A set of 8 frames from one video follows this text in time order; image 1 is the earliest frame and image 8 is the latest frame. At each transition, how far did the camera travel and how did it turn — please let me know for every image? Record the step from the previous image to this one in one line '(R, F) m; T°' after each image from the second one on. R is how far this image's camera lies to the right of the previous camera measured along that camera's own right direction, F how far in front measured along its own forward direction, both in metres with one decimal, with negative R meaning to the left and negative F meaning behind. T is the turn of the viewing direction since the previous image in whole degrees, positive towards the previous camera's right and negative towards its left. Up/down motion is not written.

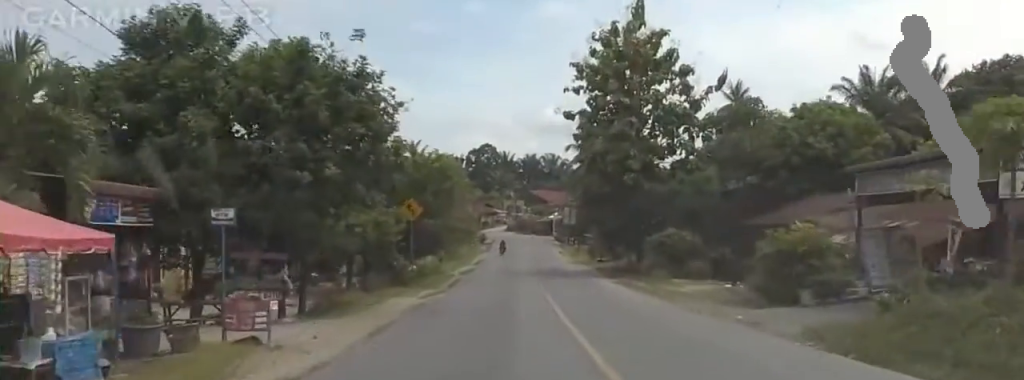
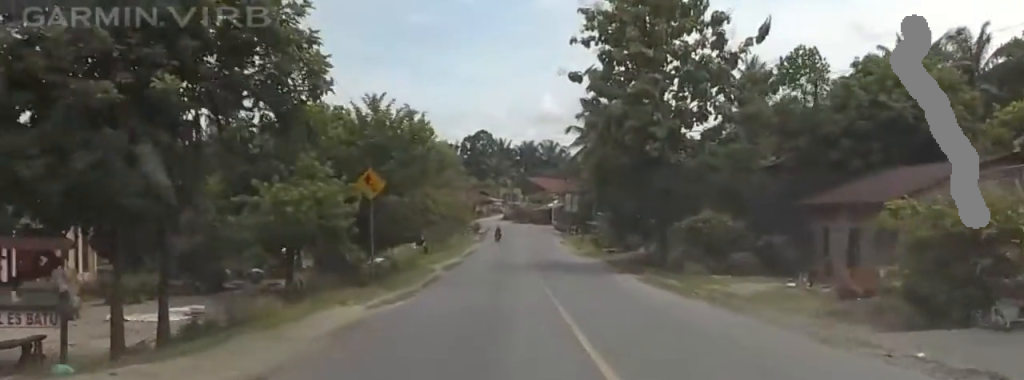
(+0.4, +7.3) m; +6°
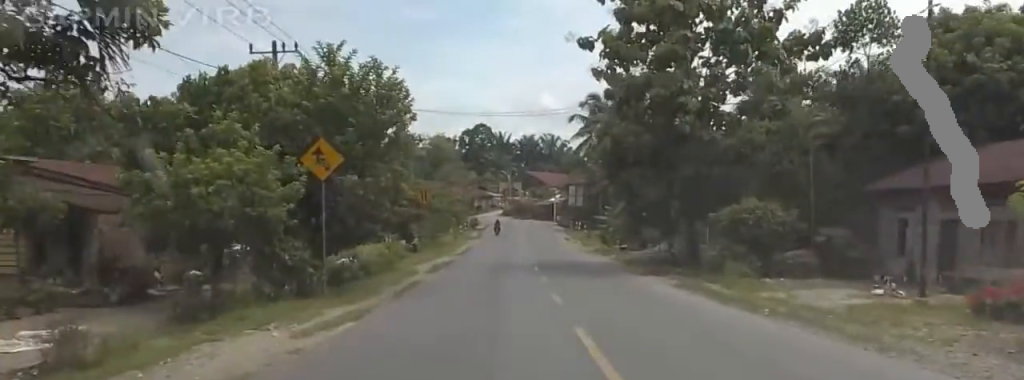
(0.0, +5.3) m; +4°
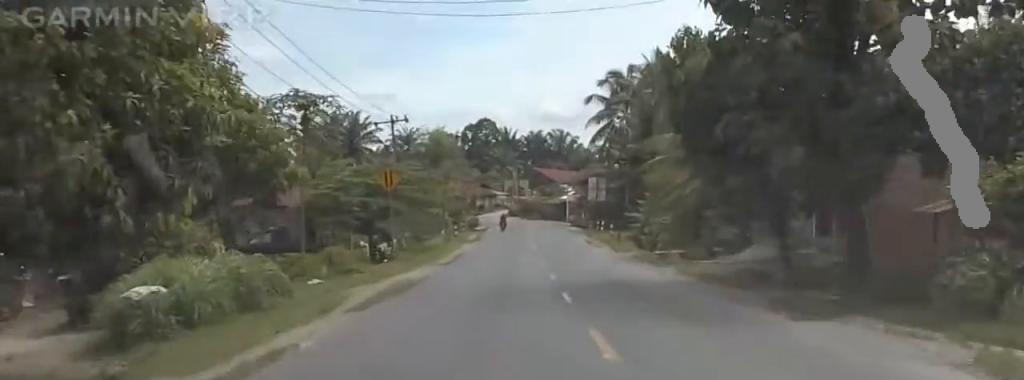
(+1.3, +12.4) m; +11°
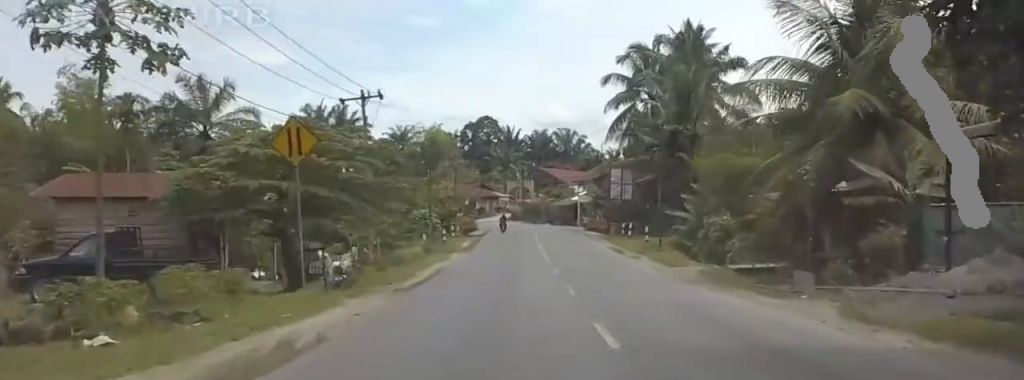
(+1.0, +11.1) m; +8°
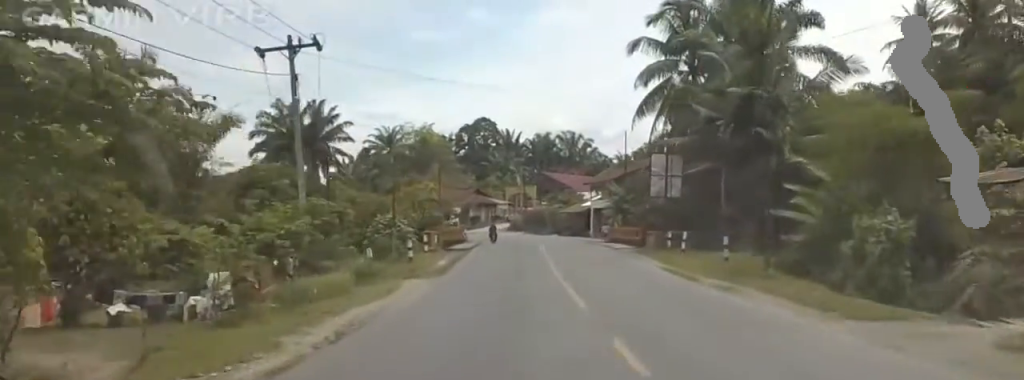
(+0.6, +13.1) m; +2°
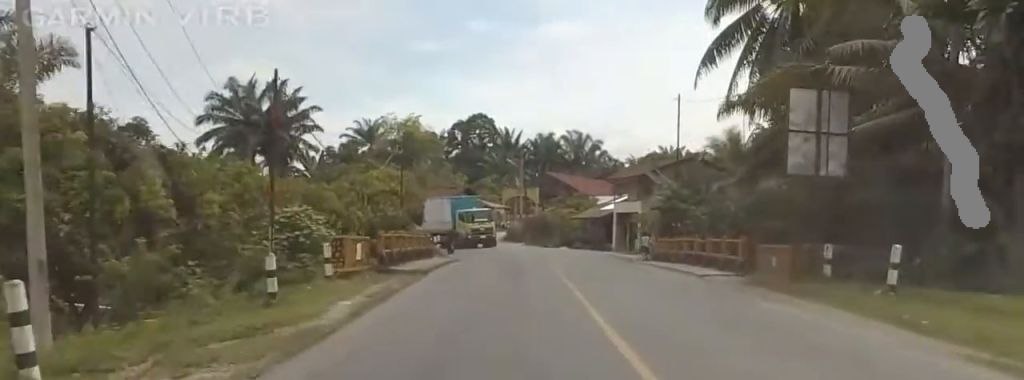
(+0.3, +14.9) m; +6°
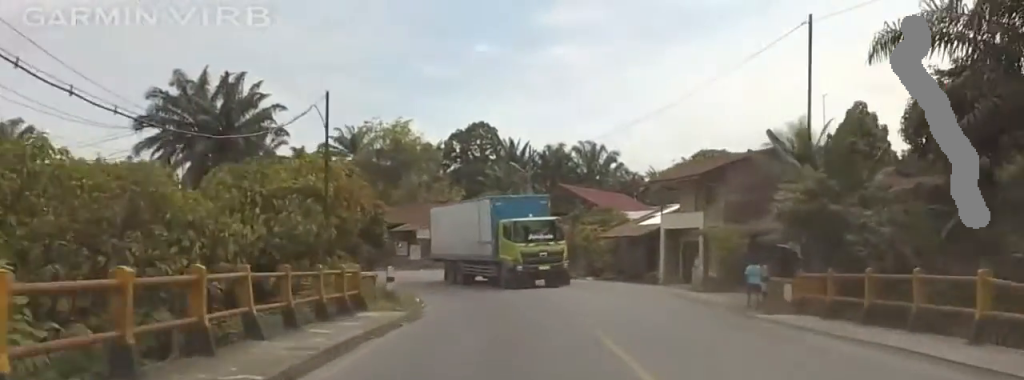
(+0.8, +13.7) m; -6°
